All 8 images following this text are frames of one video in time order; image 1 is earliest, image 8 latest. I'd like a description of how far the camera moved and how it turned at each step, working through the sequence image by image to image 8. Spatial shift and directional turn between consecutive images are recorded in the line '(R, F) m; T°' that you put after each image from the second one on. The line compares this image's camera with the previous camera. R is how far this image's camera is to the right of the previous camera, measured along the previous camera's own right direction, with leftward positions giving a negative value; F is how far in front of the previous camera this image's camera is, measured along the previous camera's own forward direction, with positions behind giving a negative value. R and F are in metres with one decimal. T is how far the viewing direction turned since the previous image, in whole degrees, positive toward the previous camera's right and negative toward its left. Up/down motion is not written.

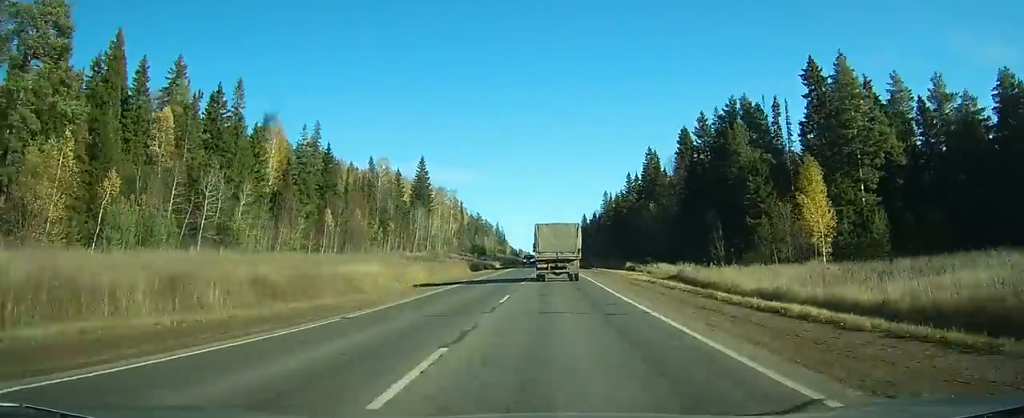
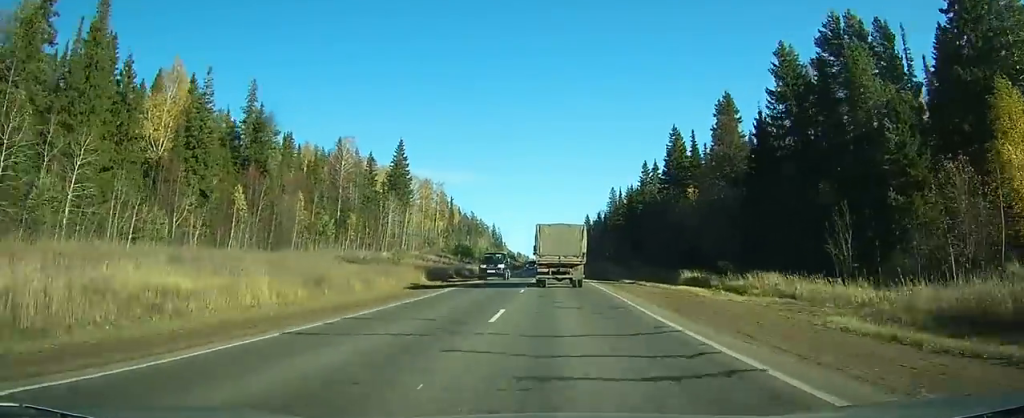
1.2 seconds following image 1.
(0.0, +29.2) m; 0°
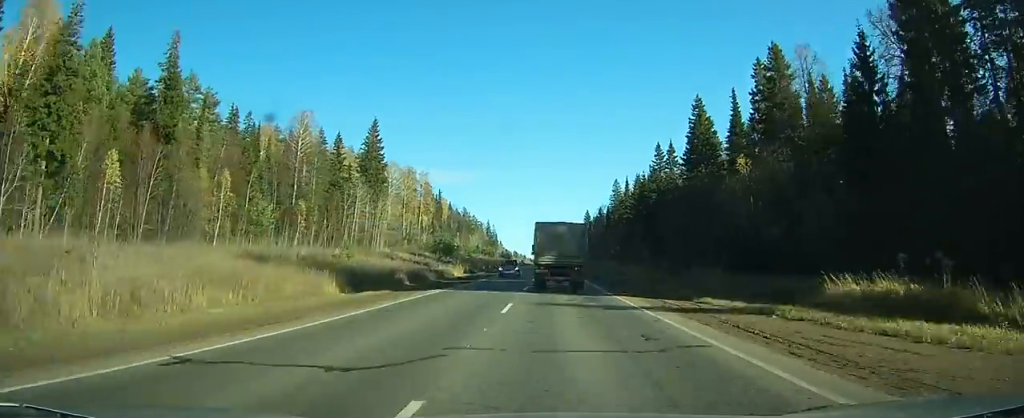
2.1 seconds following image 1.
(0.0, +22.6) m; 0°
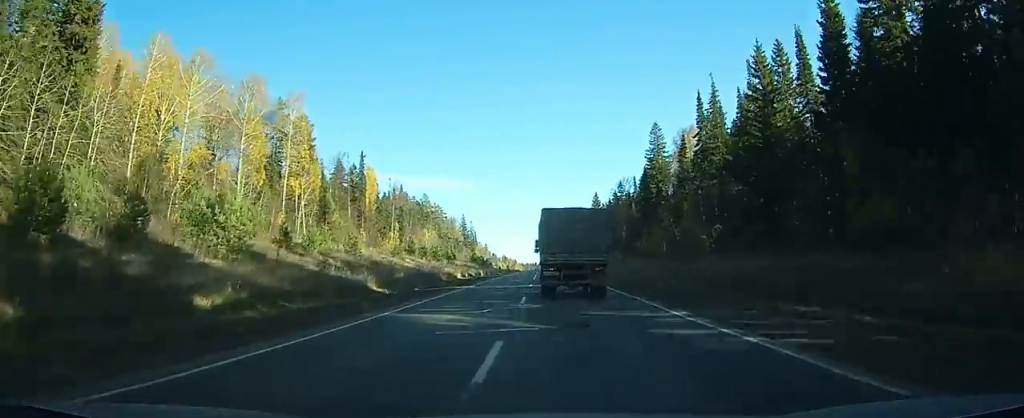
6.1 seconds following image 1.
(+1.0, +92.3) m; 0°
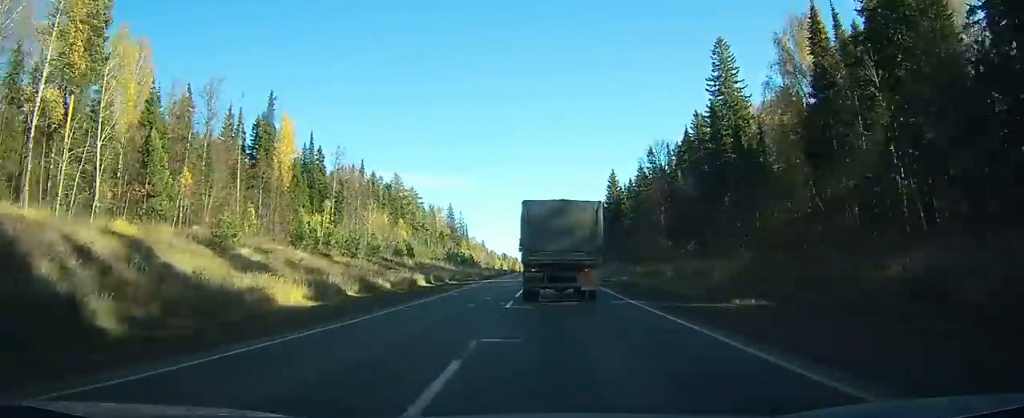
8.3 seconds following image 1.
(-0.1, +49.8) m; 0°
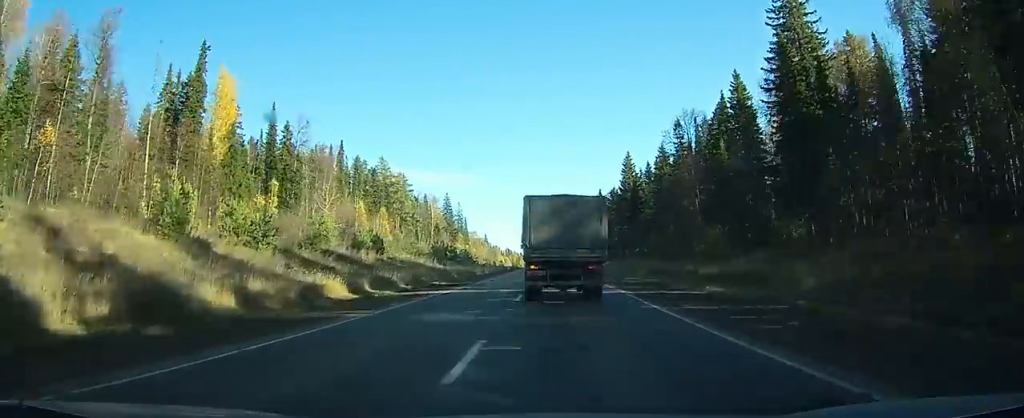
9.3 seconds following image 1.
(-0.1, +22.1) m; 0°
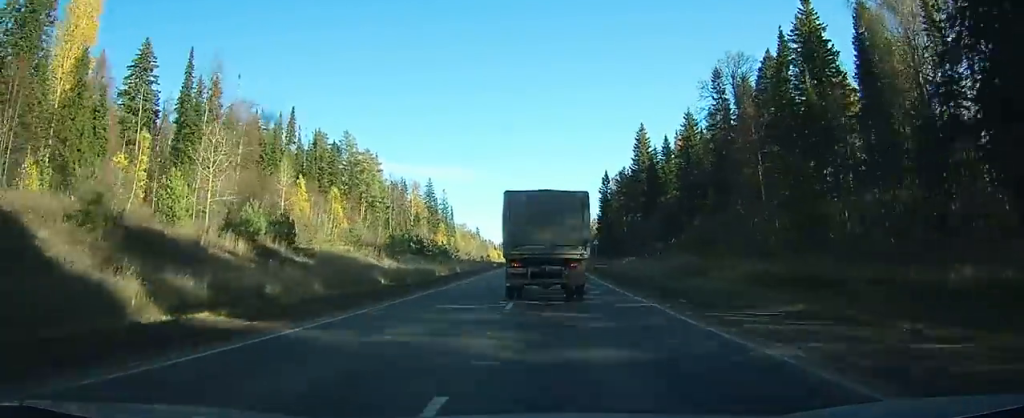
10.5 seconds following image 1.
(+0.1, +27.6) m; 0°
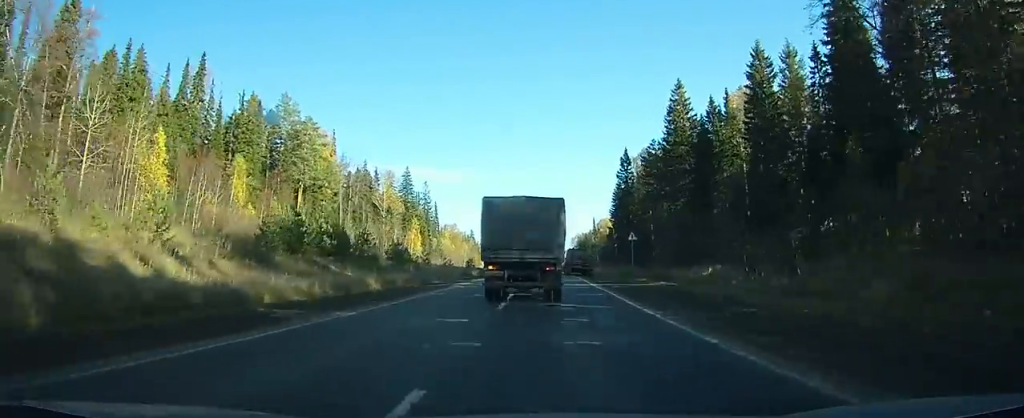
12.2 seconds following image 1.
(+0.2, +35.5) m; 0°
